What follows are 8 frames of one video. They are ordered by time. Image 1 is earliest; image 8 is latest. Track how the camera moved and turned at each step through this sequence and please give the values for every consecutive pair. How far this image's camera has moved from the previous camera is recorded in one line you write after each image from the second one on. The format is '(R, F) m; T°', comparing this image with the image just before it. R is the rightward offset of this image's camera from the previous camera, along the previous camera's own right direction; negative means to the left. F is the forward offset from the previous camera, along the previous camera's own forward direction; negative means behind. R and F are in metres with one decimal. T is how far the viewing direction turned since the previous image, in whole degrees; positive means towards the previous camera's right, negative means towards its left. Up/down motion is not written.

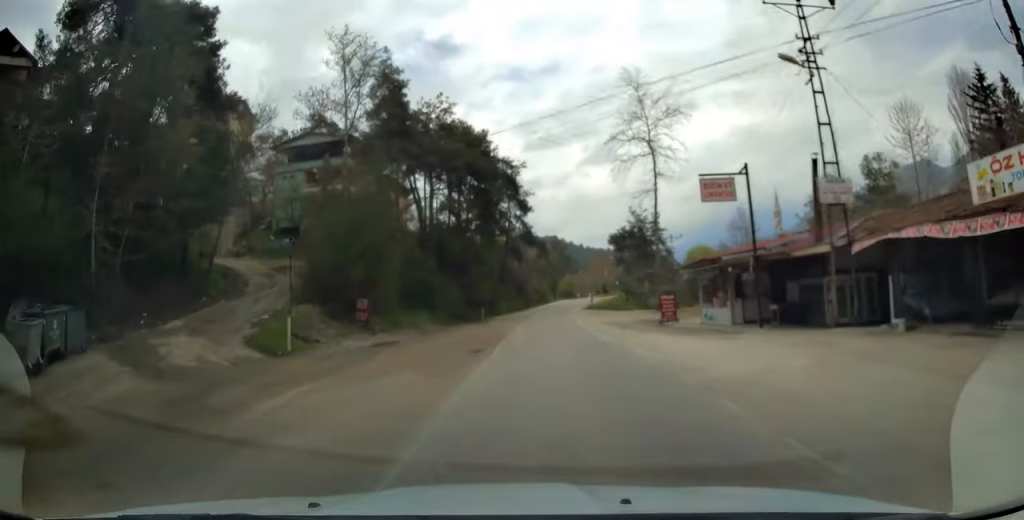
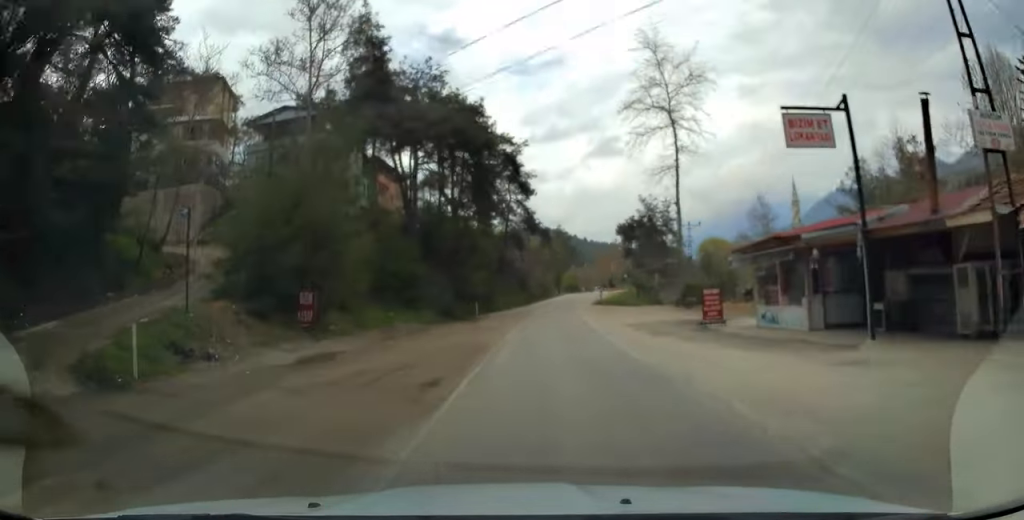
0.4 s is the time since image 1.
(+0.1, +7.2) m; 0°
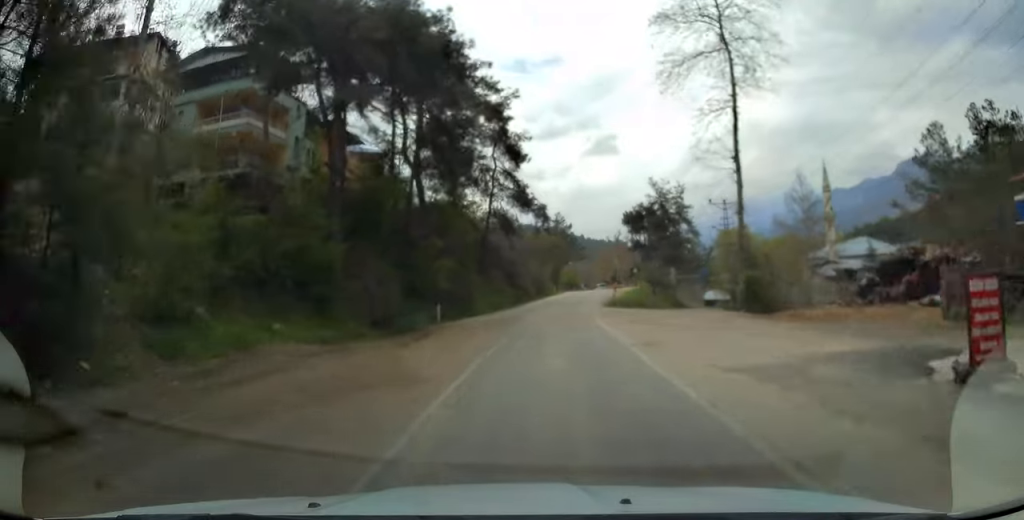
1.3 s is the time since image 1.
(+0.1, +14.9) m; 0°
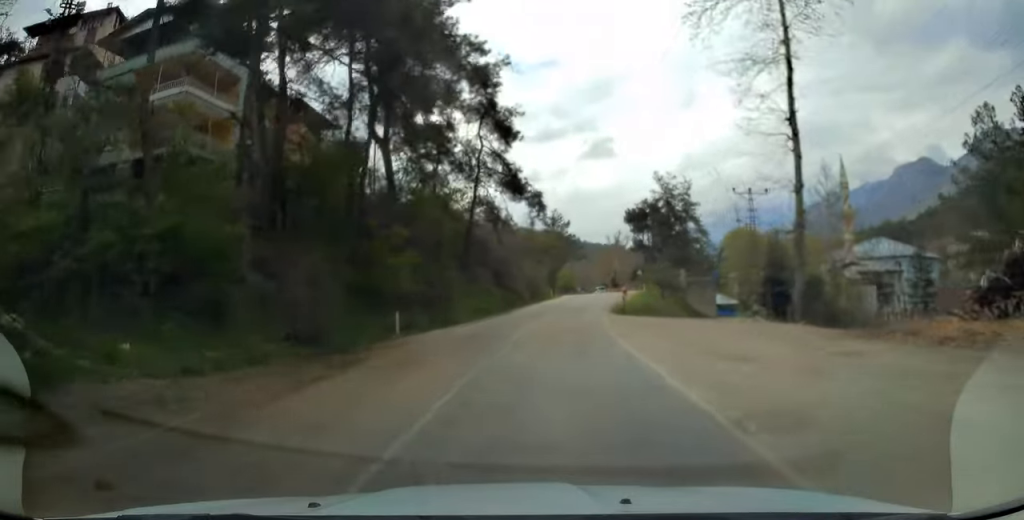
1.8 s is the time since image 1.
(-0.1, +7.7) m; 0°
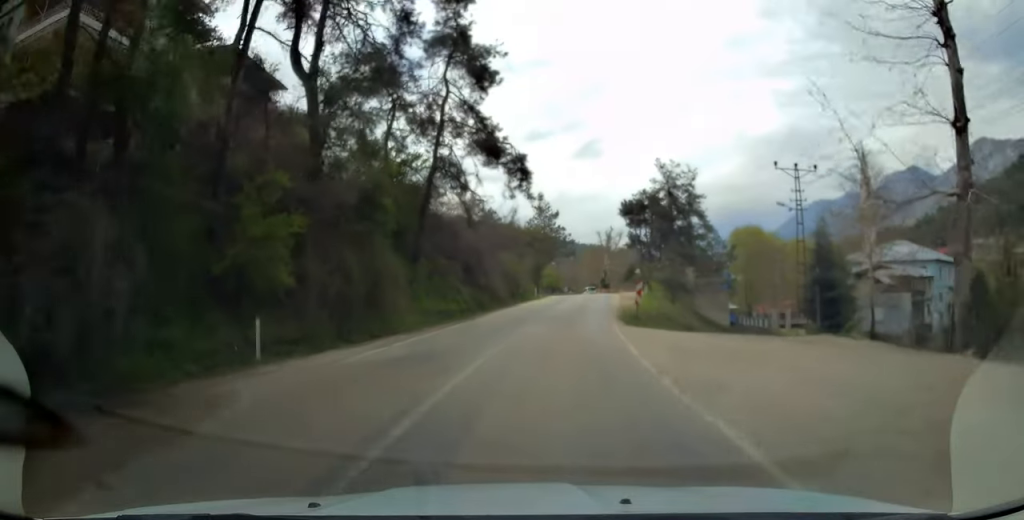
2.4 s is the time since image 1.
(0.0, +10.5) m; +2°
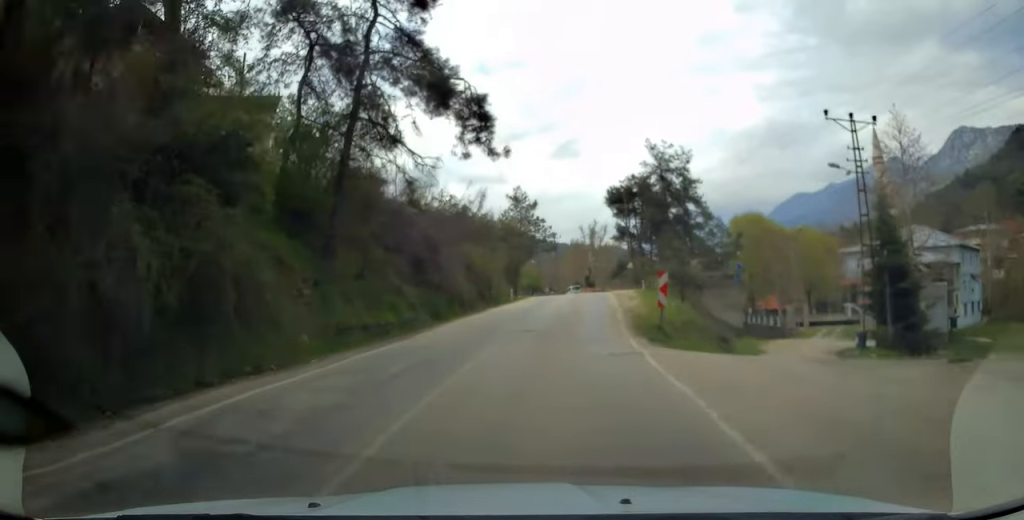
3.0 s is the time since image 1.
(-0.1, +9.4) m; +2°
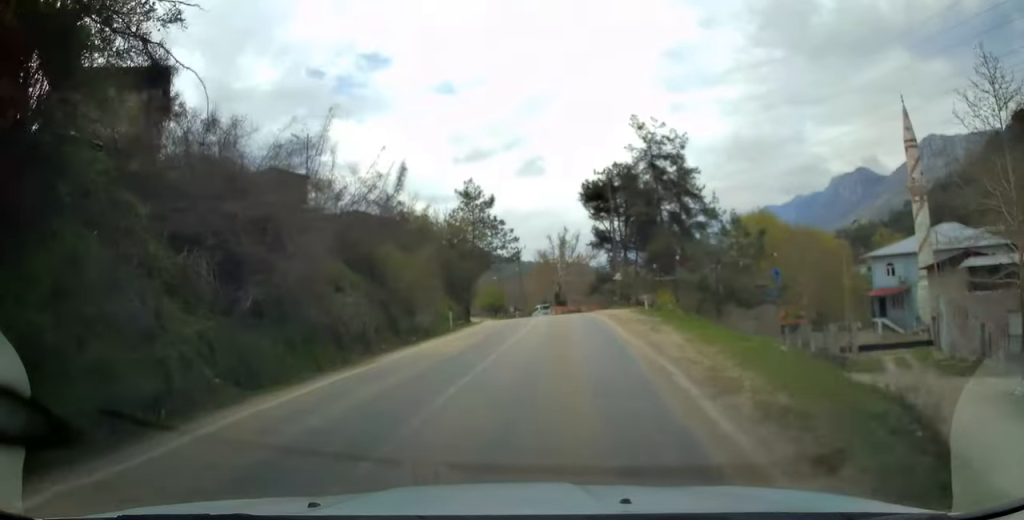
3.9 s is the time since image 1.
(+0.8, +15.3) m; +4°
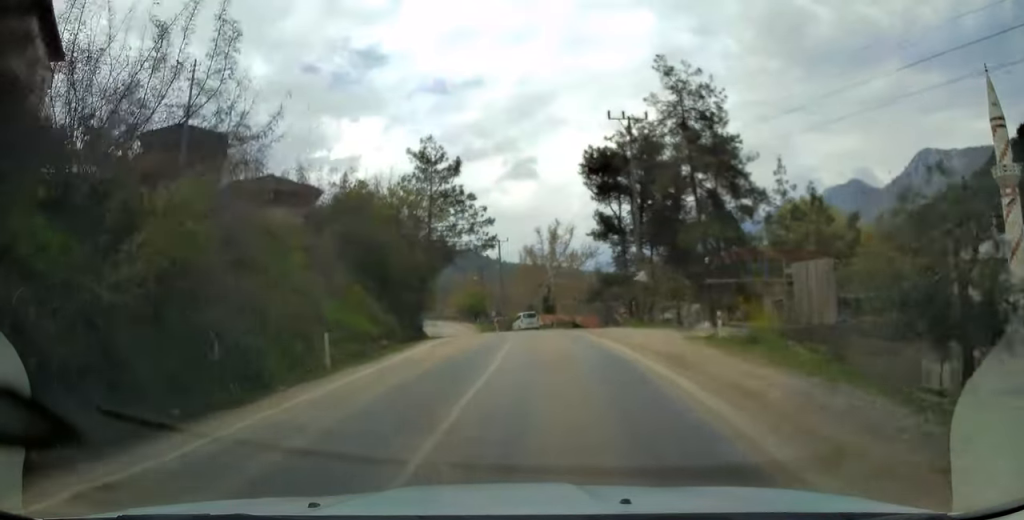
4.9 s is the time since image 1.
(+0.3, +16.0) m; +1°
